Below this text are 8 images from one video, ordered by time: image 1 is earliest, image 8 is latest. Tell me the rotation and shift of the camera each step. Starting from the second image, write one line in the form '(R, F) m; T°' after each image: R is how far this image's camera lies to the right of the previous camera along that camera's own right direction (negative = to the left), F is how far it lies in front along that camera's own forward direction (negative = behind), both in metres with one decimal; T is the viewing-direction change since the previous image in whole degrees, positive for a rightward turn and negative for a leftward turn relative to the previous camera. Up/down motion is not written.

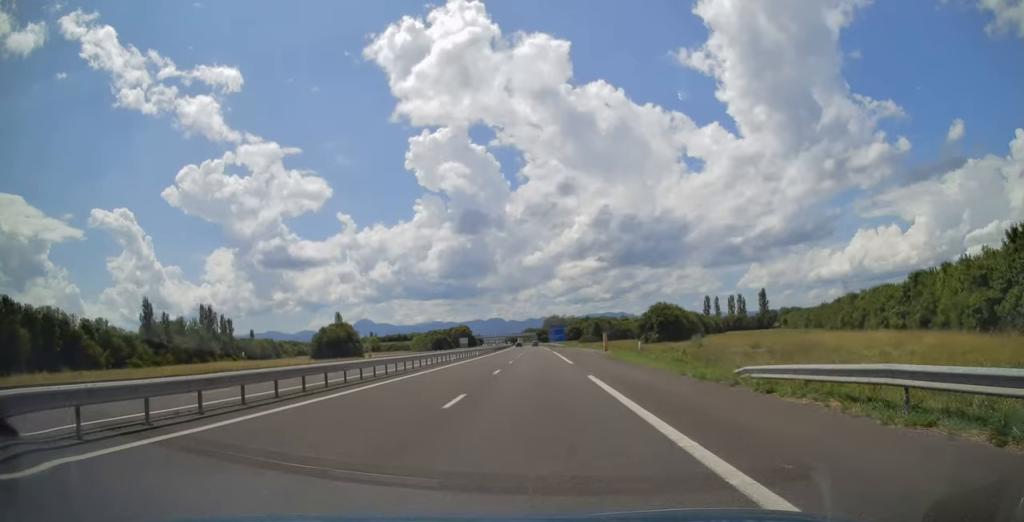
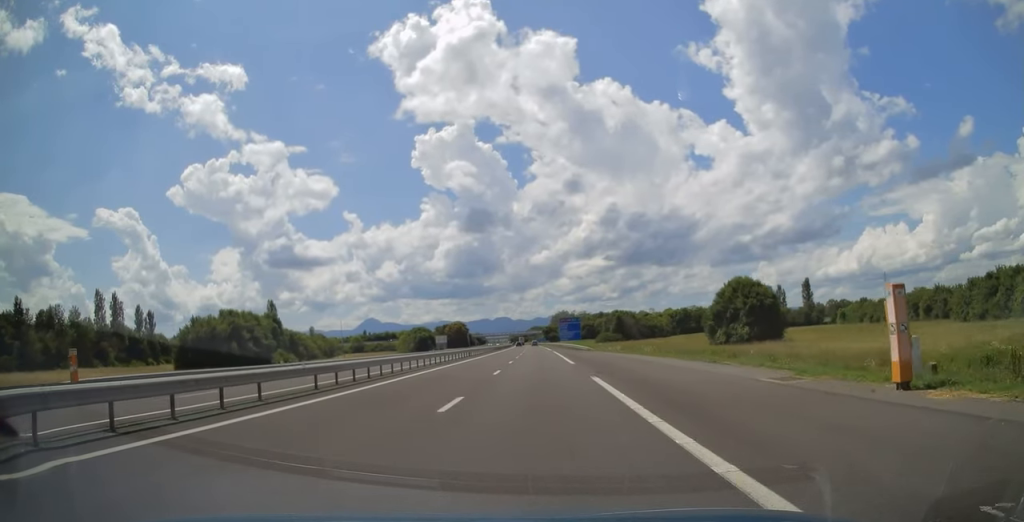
(-0.1, +53.0) m; -1°
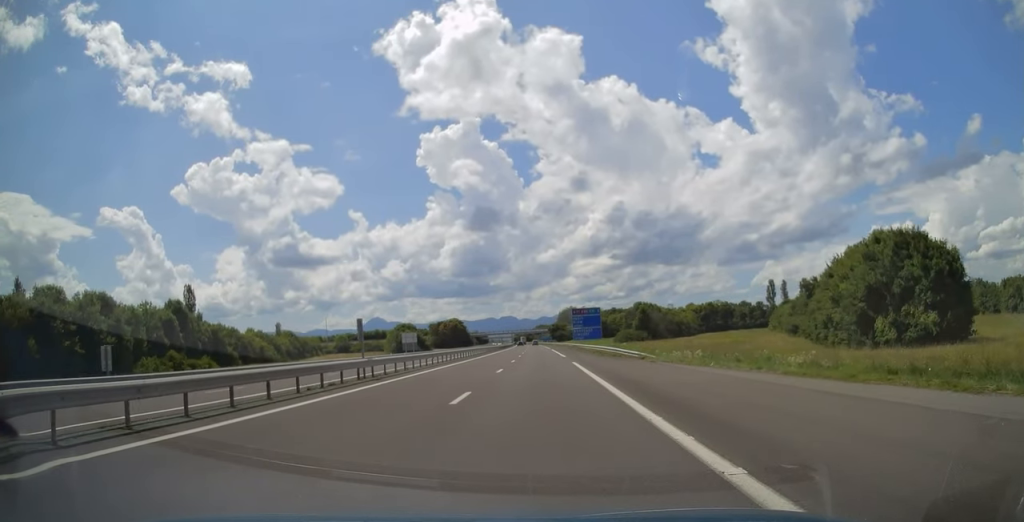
(-0.5, +37.6) m; -1°
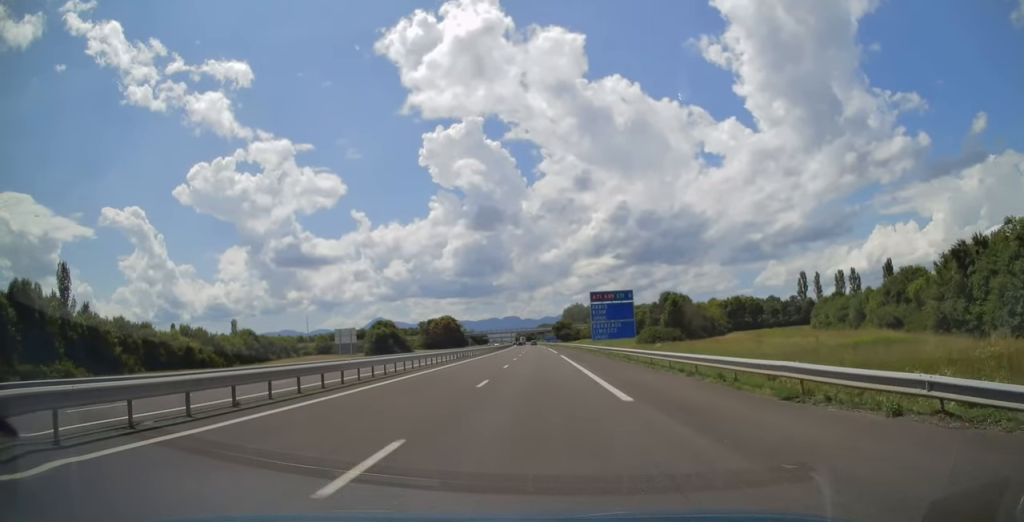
(0.0, +33.9) m; 0°
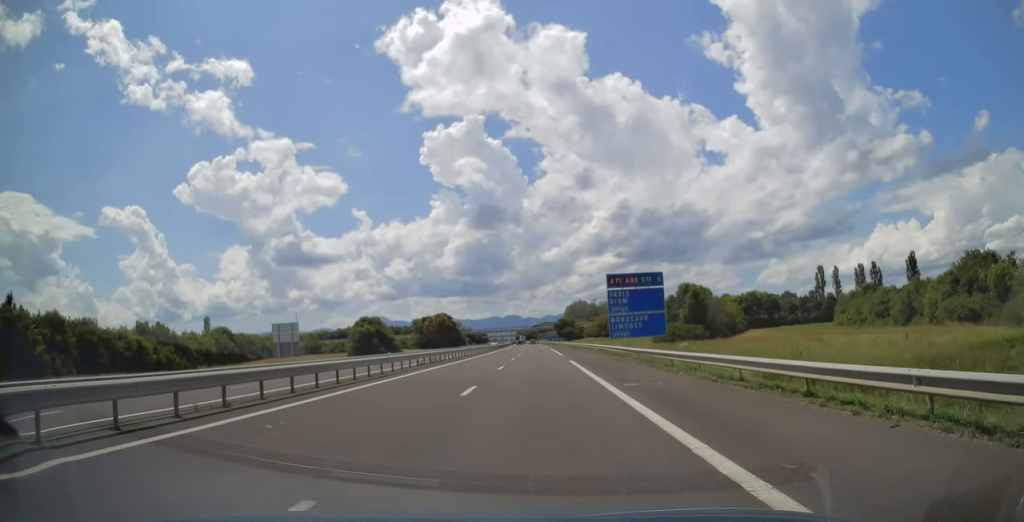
(0.0, +16.4) m; 0°
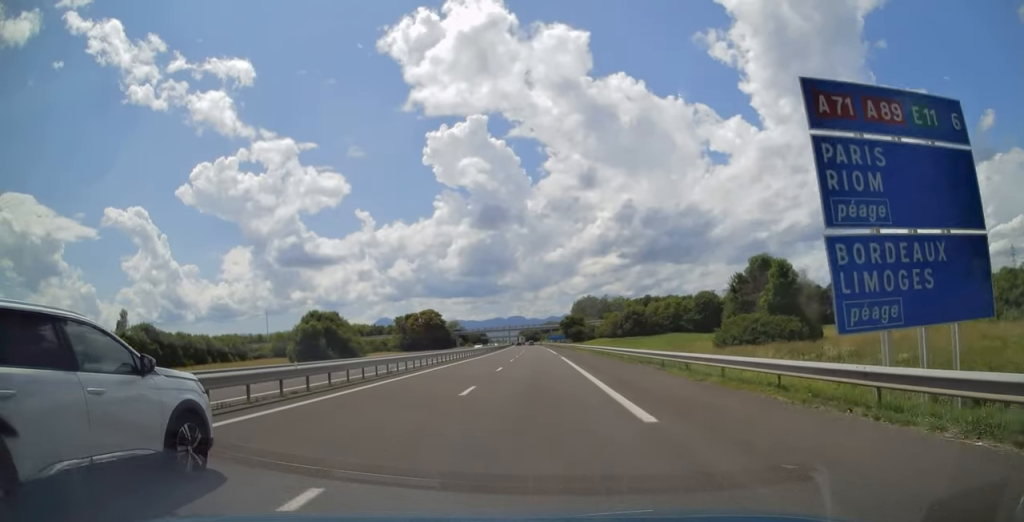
(-0.1, +38.6) m; -1°
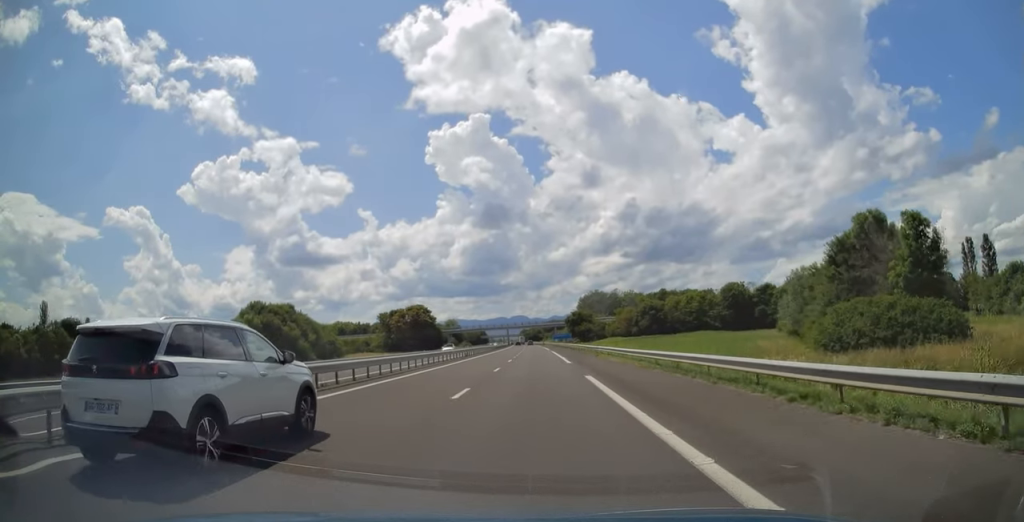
(-0.4, +27.0) m; -1°
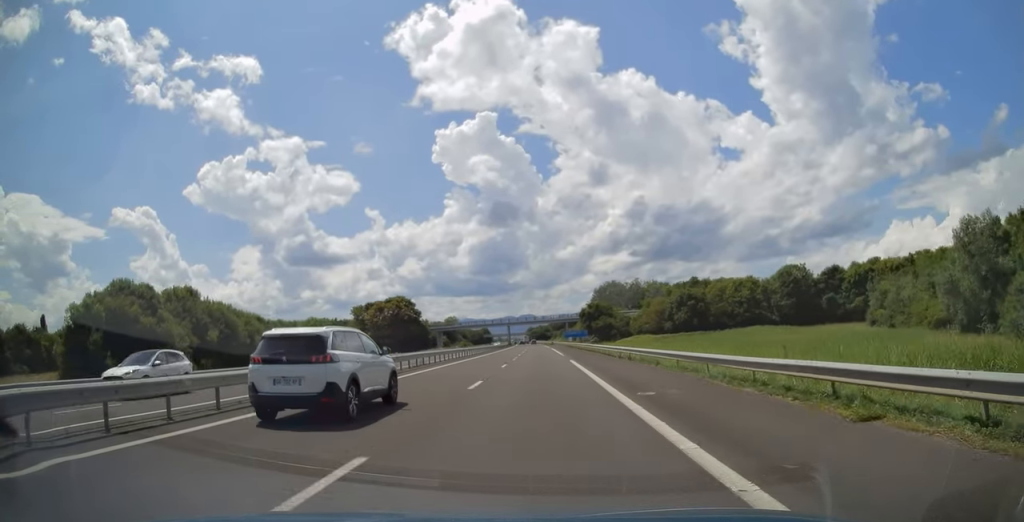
(-0.1, +36.5) m; 0°
